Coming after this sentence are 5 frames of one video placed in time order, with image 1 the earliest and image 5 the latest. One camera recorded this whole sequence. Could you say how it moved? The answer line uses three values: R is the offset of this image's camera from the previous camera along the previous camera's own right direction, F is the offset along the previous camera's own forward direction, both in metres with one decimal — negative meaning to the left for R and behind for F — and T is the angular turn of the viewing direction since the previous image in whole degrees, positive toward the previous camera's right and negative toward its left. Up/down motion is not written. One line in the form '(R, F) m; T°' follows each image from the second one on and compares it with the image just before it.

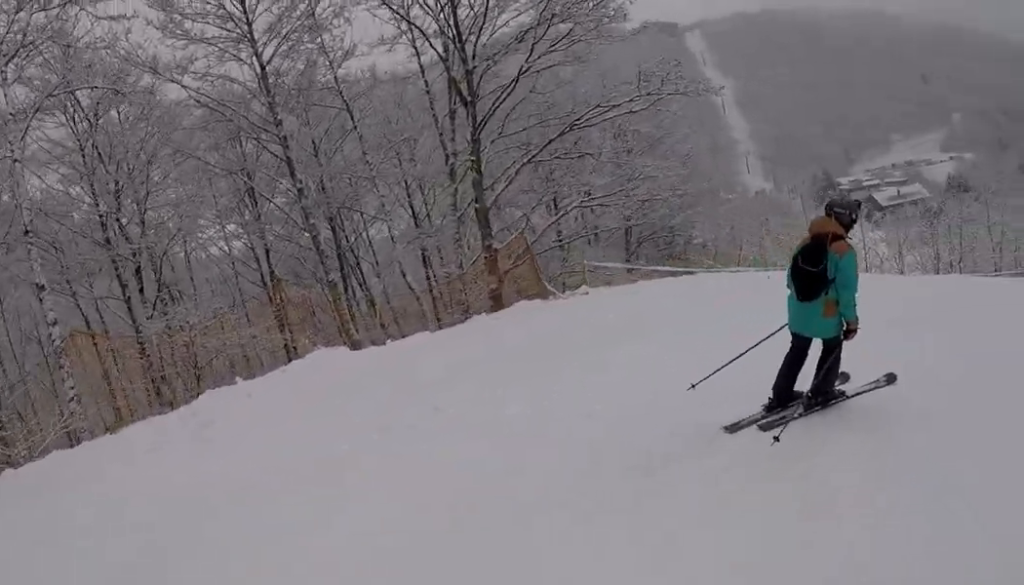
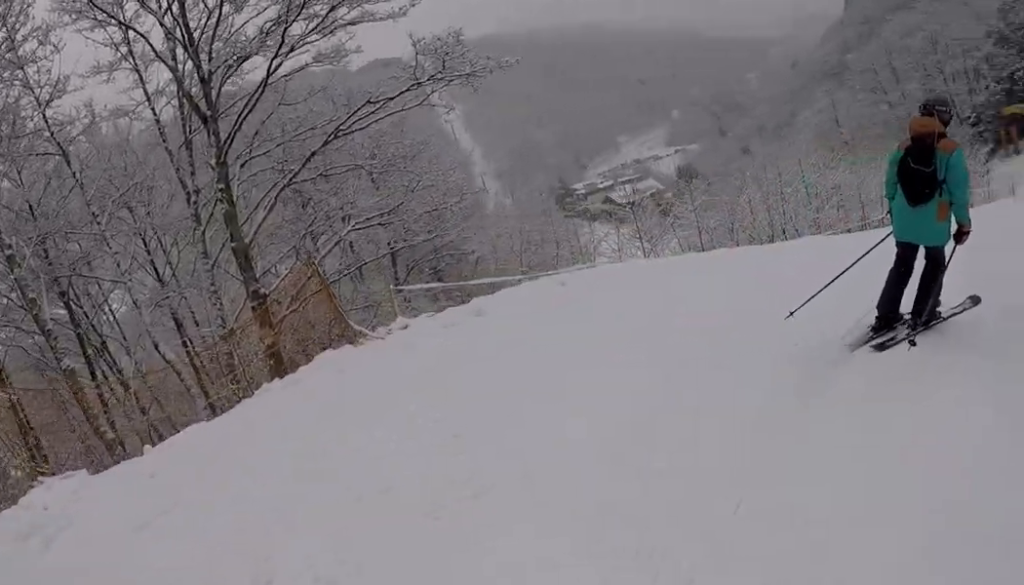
(-0.6, +2.6) m; +15°
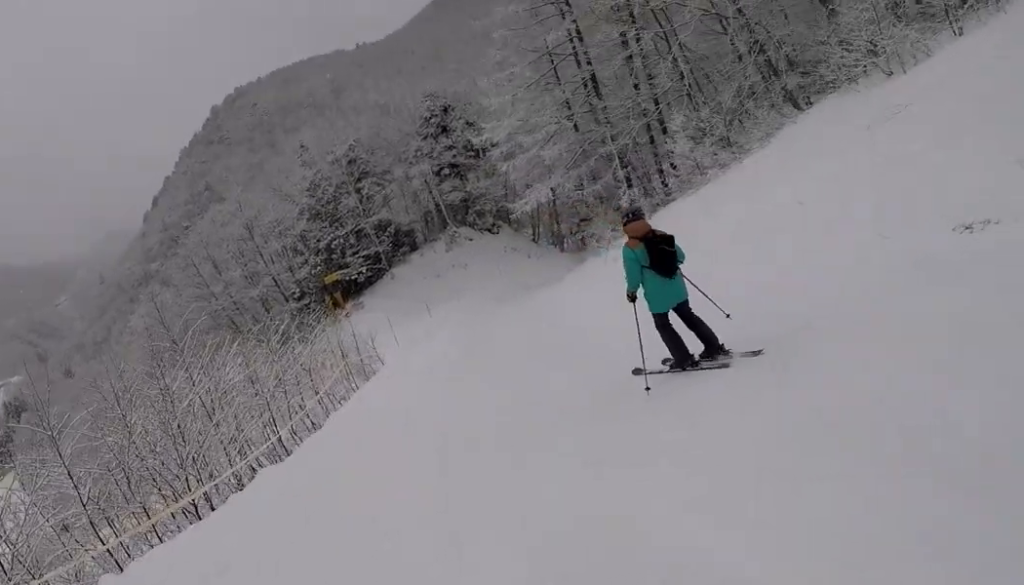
(+3.6, +4.0) m; +59°
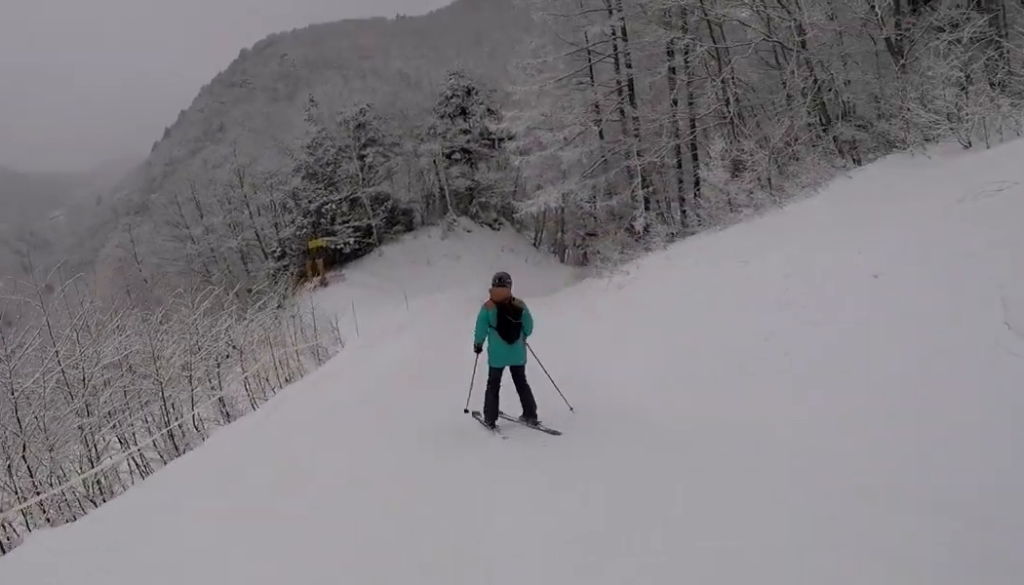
(+0.9, +4.0) m; +4°
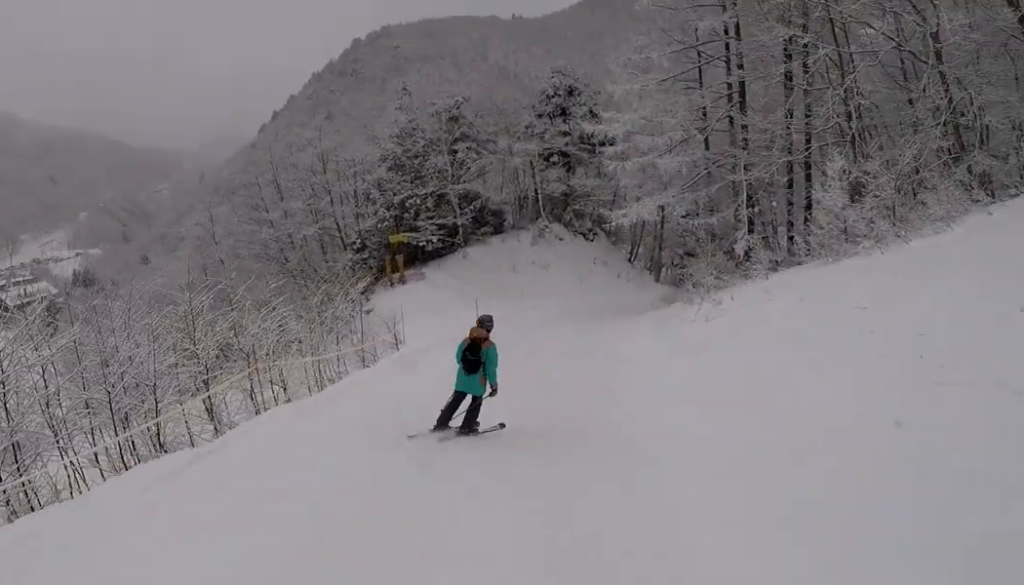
(-0.3, +3.3) m; -8°
